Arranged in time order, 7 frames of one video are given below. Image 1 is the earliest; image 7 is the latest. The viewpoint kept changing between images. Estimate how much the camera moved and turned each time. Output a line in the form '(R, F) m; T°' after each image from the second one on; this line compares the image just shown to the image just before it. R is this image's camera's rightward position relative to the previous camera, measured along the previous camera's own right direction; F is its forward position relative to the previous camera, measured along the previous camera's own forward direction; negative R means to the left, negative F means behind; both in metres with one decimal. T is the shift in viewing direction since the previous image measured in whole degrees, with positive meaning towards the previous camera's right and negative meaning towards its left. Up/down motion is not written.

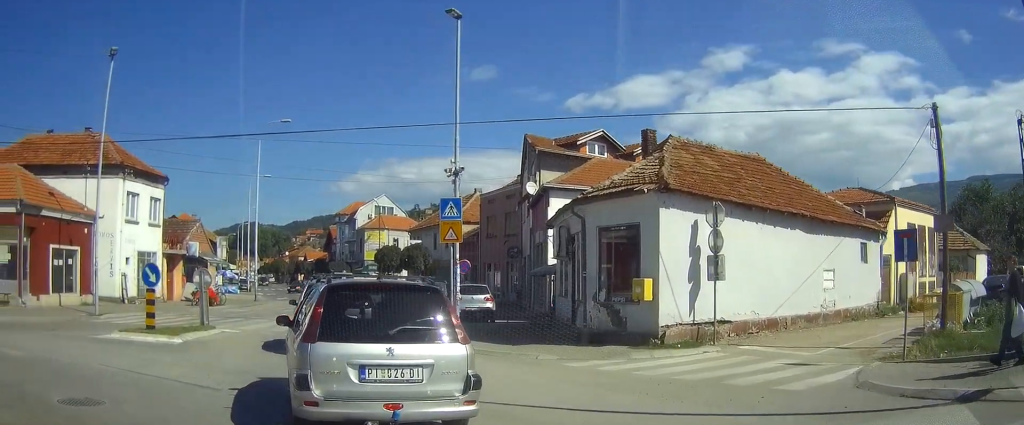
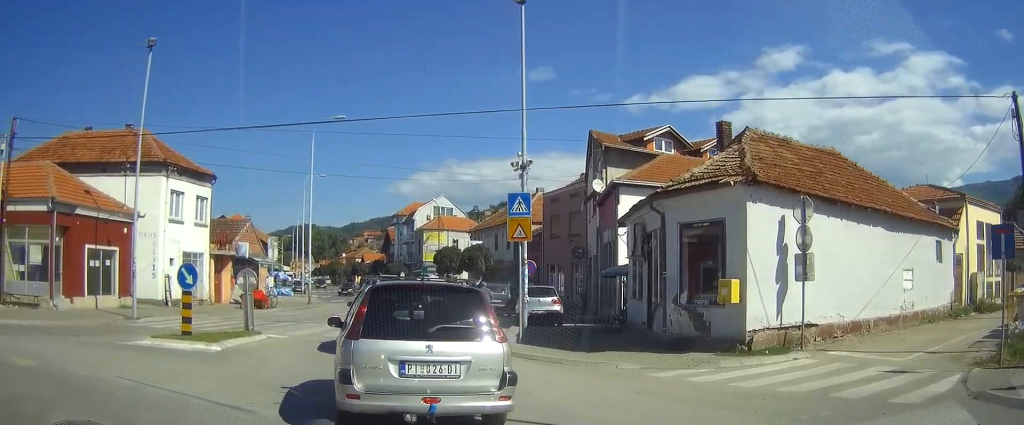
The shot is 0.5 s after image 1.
(-0.3, +2.0) m; -4°
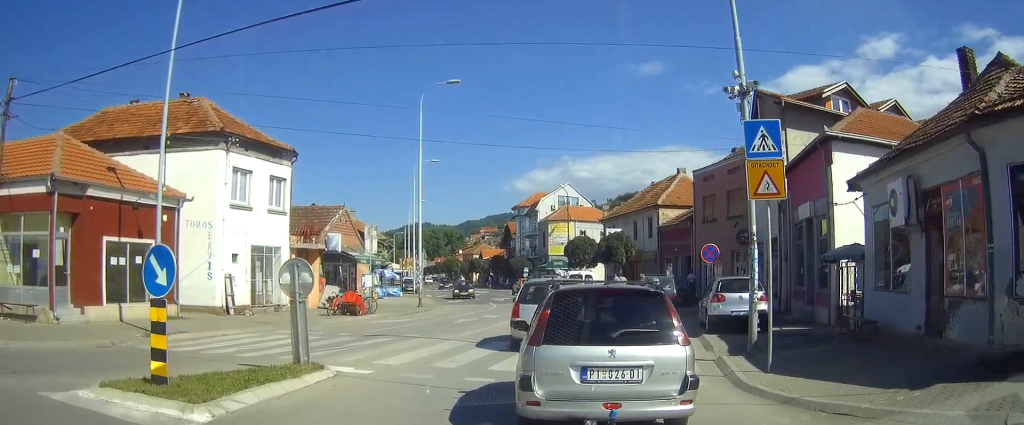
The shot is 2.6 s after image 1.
(+0.5, +8.0) m; +6°
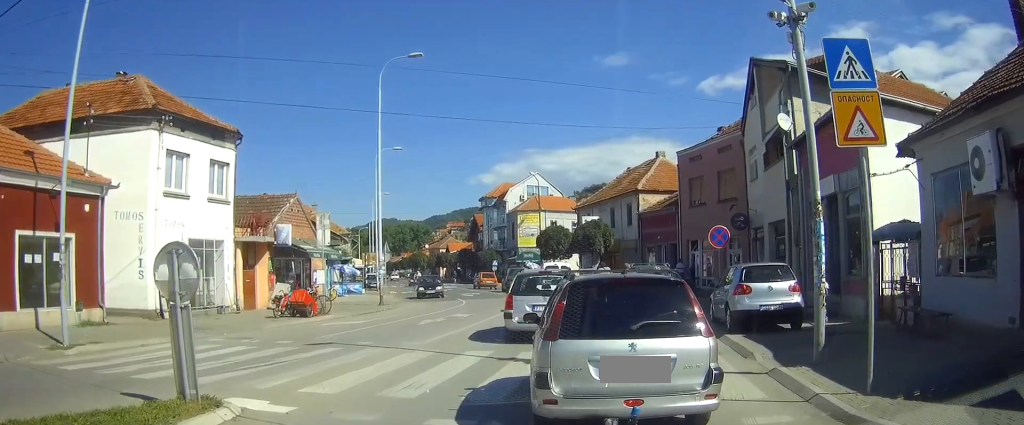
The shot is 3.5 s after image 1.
(+0.1, +3.4) m; +4°
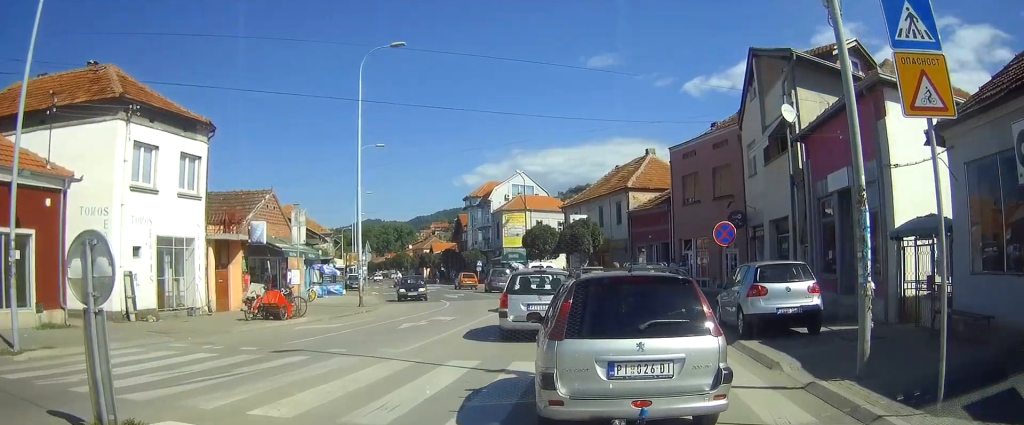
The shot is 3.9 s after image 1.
(0.0, +1.4) m; +2°
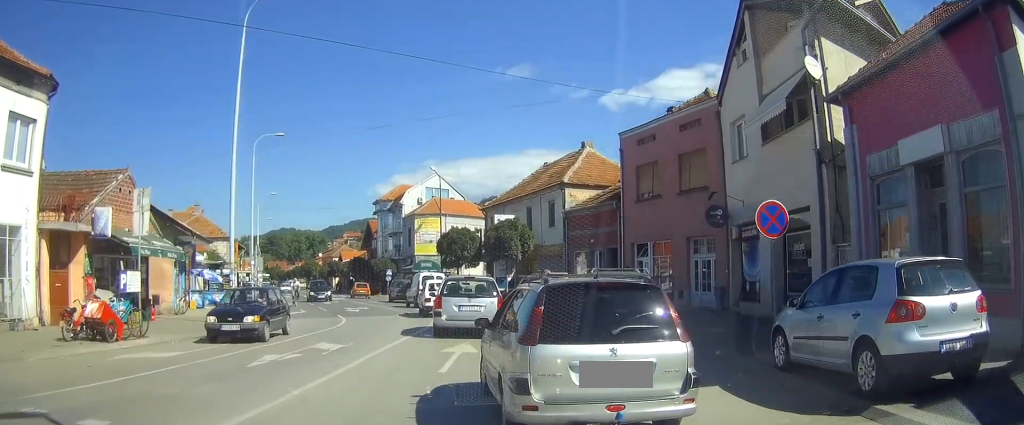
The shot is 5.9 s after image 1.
(+0.4, +7.0) m; +4°
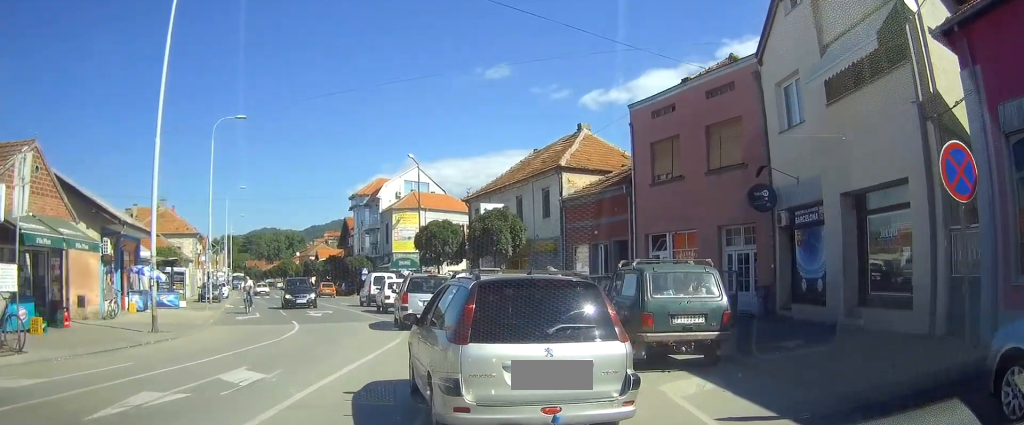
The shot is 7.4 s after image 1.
(+0.1, +4.9) m; +4°
